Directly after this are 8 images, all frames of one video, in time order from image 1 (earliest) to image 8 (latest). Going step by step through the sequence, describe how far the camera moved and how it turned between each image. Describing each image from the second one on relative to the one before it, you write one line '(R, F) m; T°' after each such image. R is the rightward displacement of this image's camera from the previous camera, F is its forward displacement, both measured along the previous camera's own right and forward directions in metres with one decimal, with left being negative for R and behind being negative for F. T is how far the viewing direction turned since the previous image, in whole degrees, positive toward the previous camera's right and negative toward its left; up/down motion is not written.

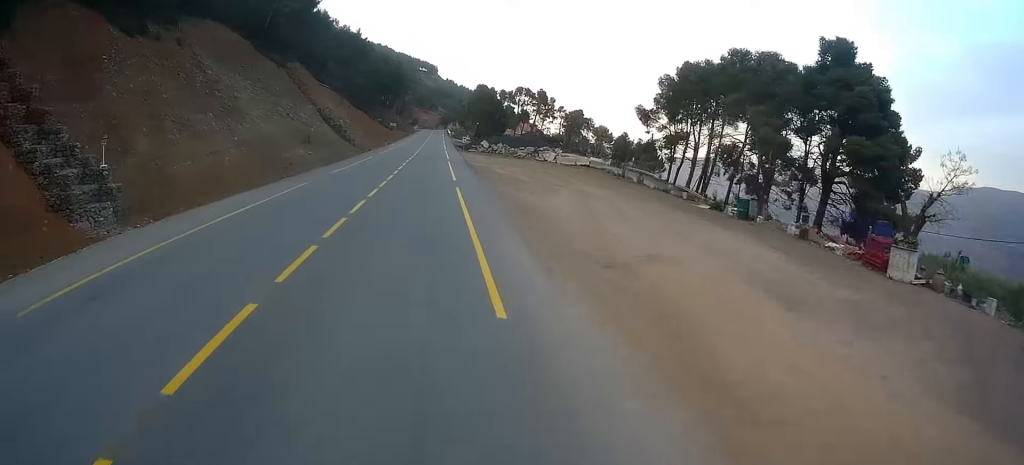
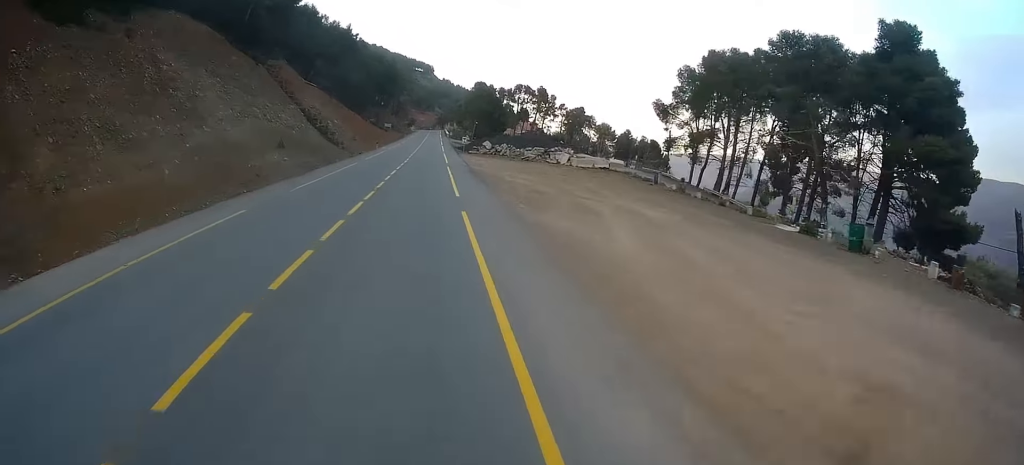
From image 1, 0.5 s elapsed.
(-0.2, +8.8) m; -1°
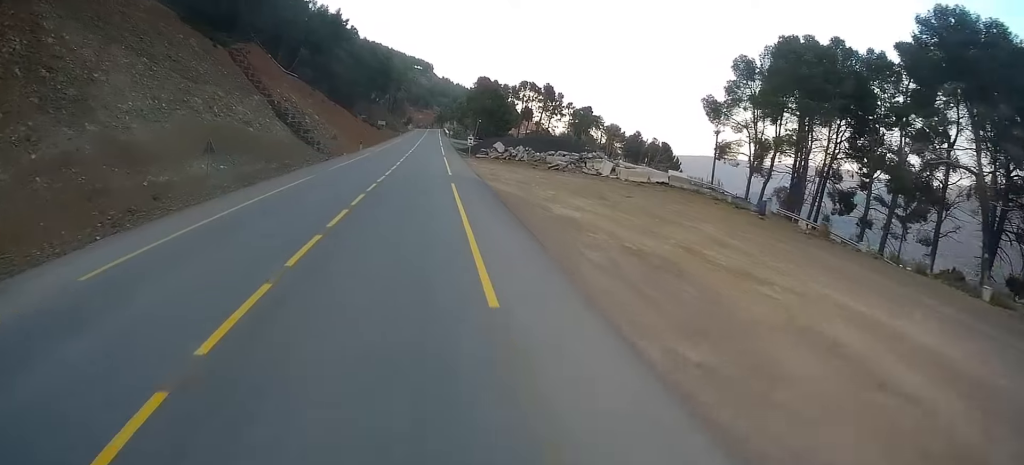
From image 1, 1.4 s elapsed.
(-0.2, +16.1) m; -1°
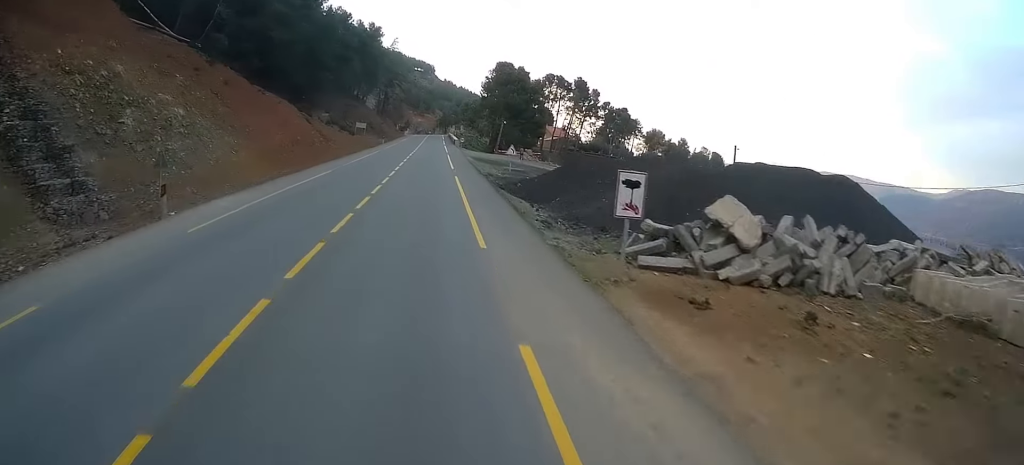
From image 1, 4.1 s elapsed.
(+1.2, +49.9) m; +3°
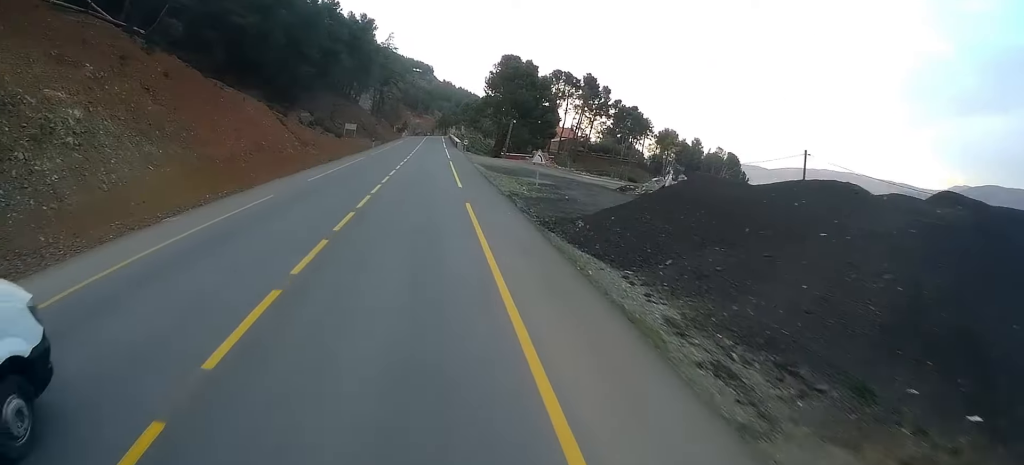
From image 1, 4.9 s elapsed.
(-0.1, +13.6) m; -1°
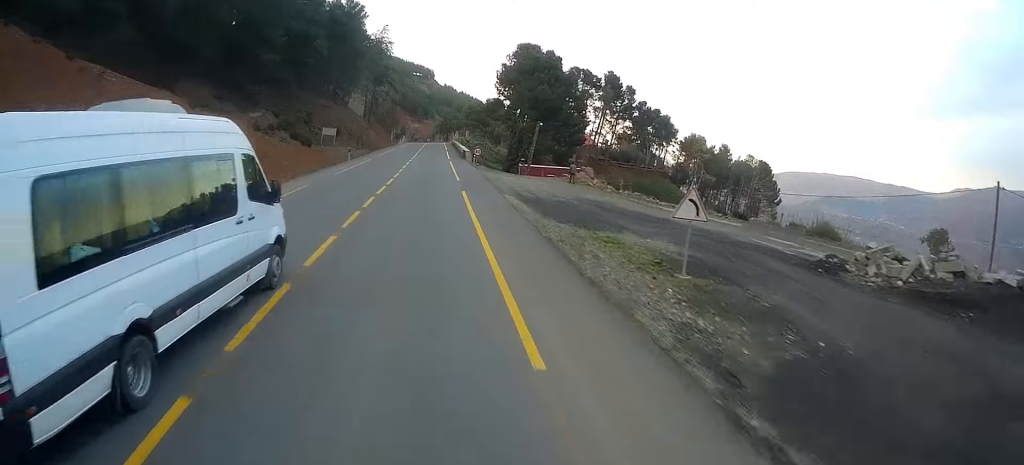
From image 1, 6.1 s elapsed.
(-0.5, +21.9) m; -2°
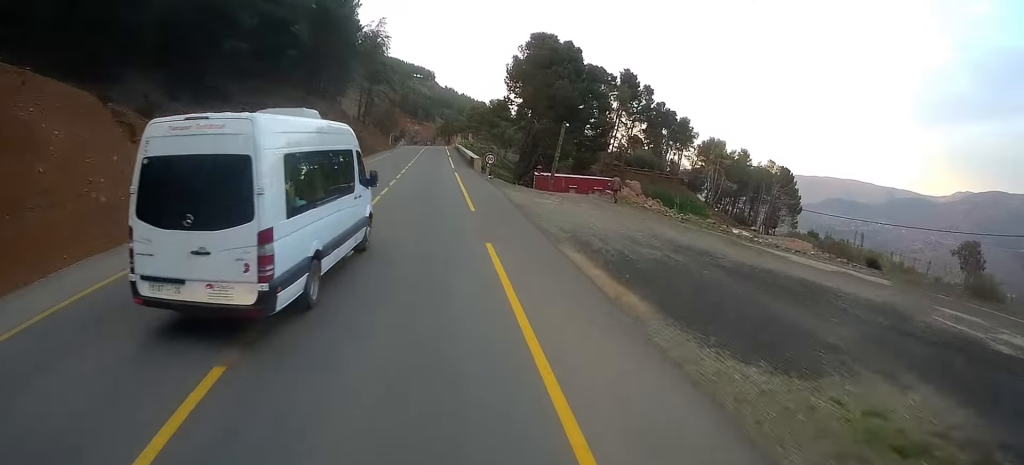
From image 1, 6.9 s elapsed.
(0.0, +13.4) m; 0°
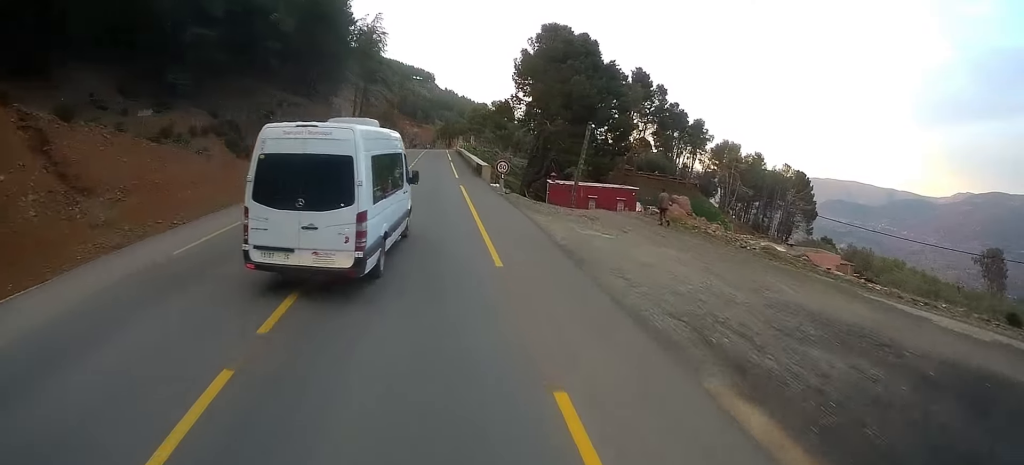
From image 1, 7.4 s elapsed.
(0.0, +9.1) m; 0°
